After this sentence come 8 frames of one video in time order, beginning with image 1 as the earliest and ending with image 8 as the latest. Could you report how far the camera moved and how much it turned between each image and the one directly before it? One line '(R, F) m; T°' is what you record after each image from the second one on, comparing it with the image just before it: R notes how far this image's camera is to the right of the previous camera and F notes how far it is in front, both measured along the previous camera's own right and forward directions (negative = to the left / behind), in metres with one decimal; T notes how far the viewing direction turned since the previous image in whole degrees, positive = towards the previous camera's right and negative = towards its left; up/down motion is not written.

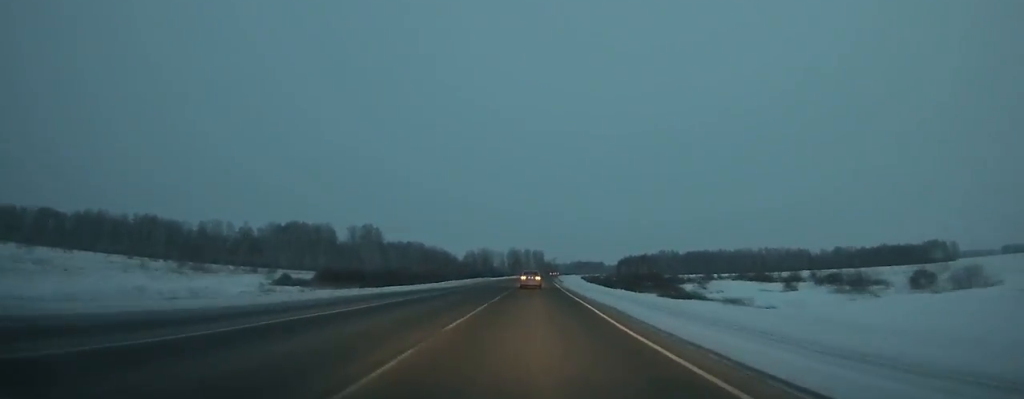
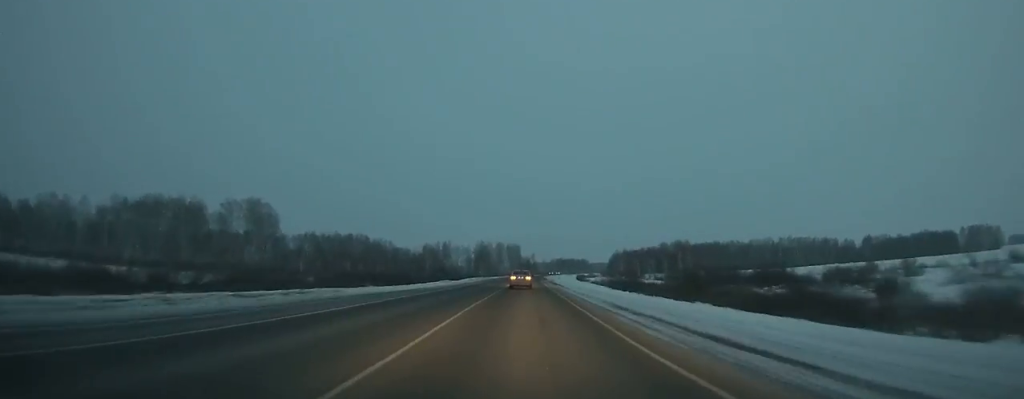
(+2.4, +104.1) m; +2°
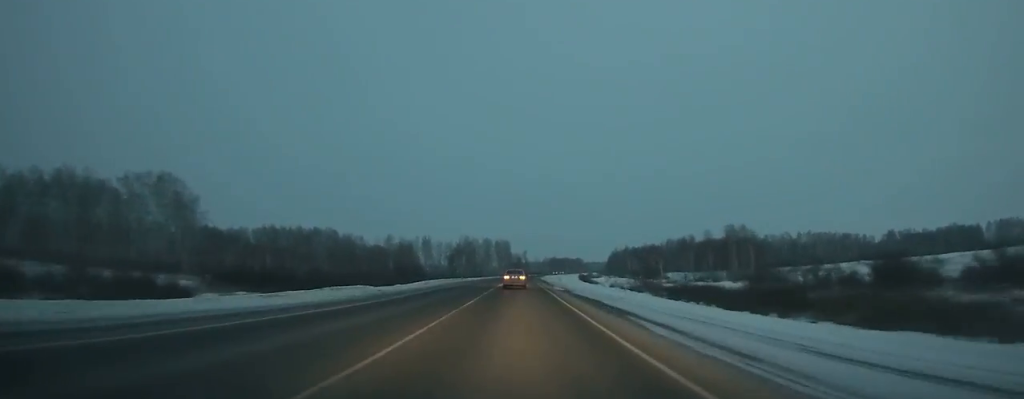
(0.0, +49.3) m; 0°
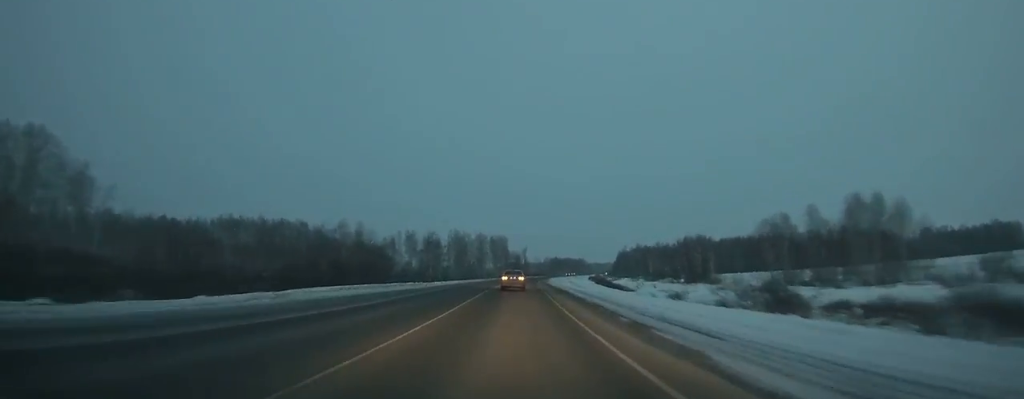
(+0.1, +46.7) m; +1°
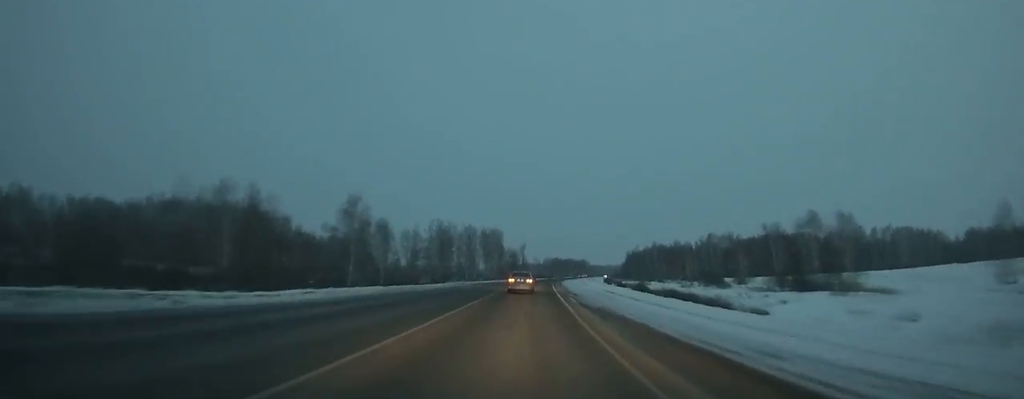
(0.0, +54.5) m; +1°
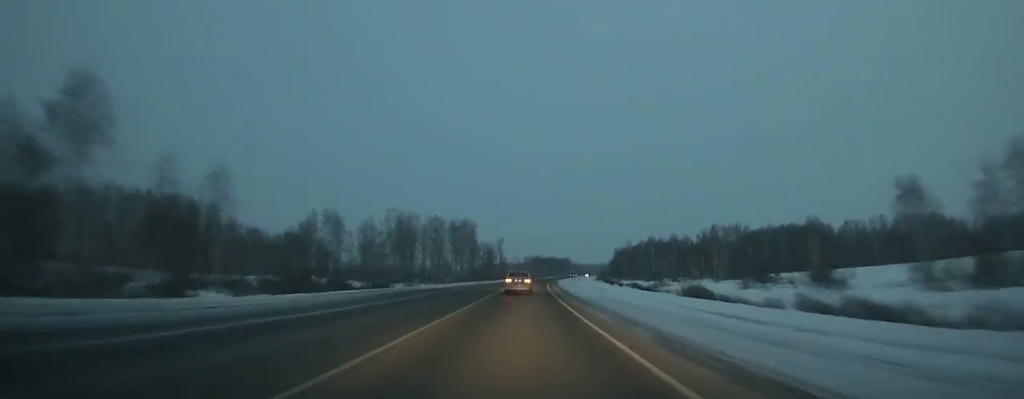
(+1.1, +41.3) m; +1°
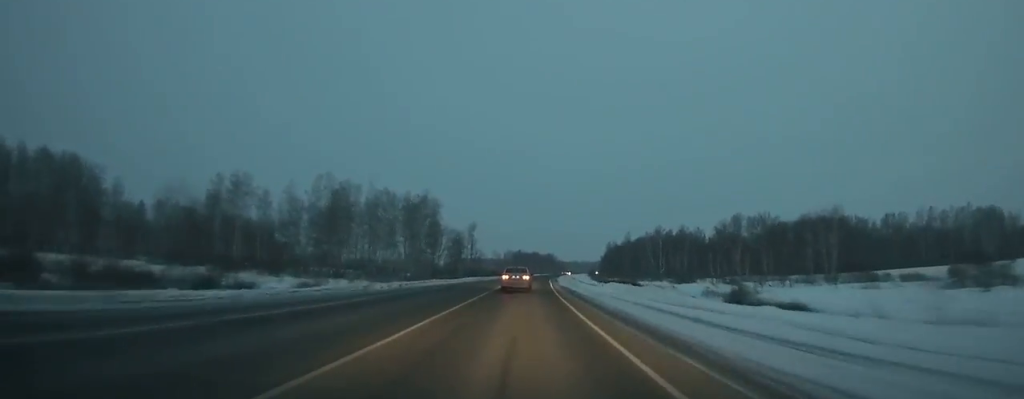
(+0.8, +53.8) m; +2°
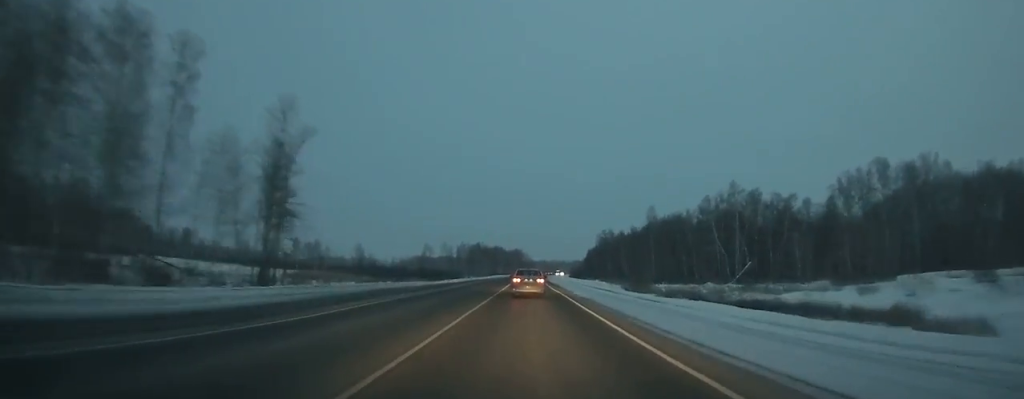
(+3.5, +120.8) m; +3°
